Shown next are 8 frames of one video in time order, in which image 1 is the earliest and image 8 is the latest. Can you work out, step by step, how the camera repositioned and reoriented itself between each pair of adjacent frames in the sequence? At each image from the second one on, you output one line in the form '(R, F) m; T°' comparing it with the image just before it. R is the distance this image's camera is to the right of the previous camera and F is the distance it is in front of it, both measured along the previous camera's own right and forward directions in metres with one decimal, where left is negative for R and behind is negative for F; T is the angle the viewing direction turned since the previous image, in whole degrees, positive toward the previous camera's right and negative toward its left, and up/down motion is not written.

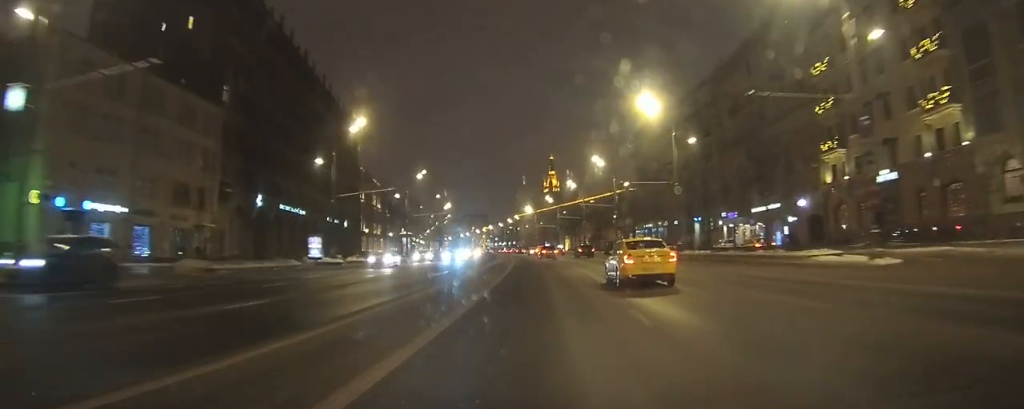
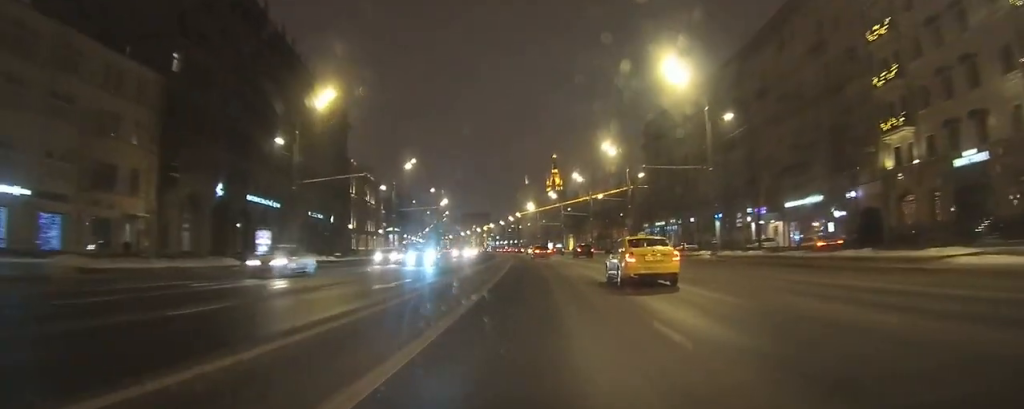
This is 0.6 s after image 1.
(-0.1, +9.9) m; -1°
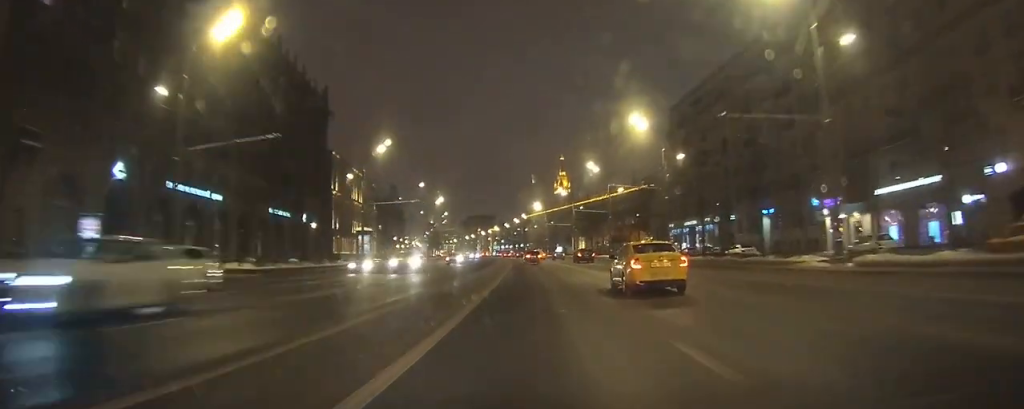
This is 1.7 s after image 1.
(-0.1, +17.7) m; -1°
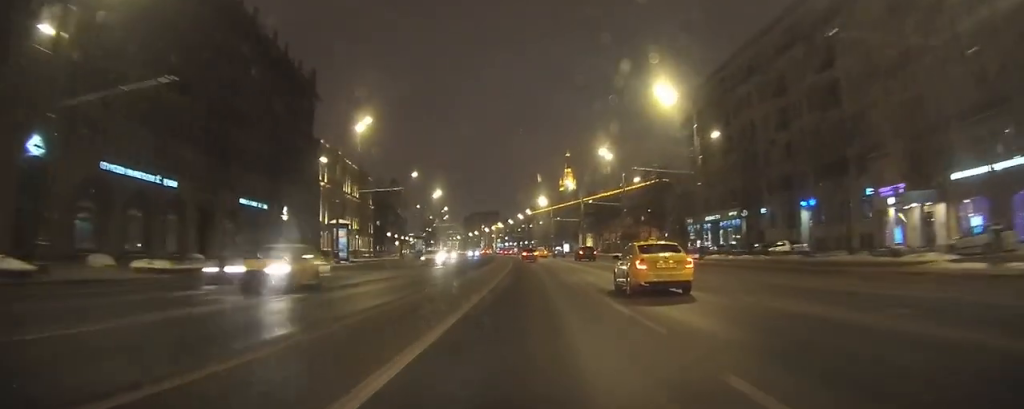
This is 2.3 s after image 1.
(-0.1, +10.0) m; 0°
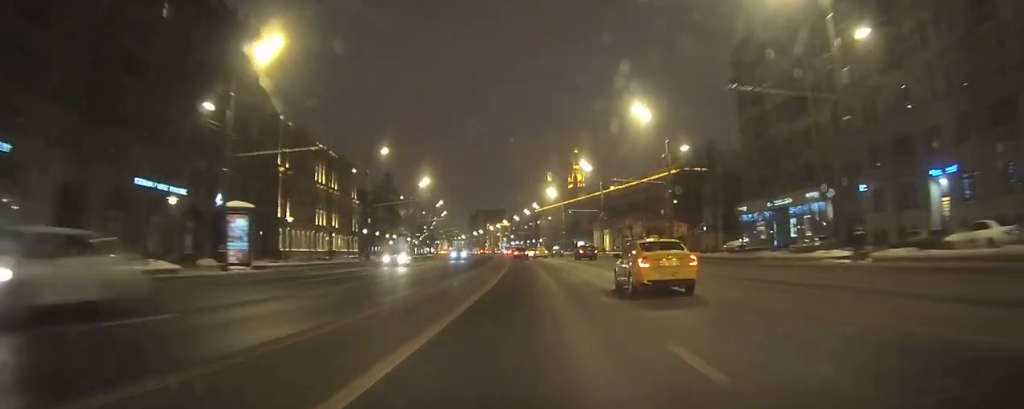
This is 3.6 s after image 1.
(-0.2, +22.2) m; -1°
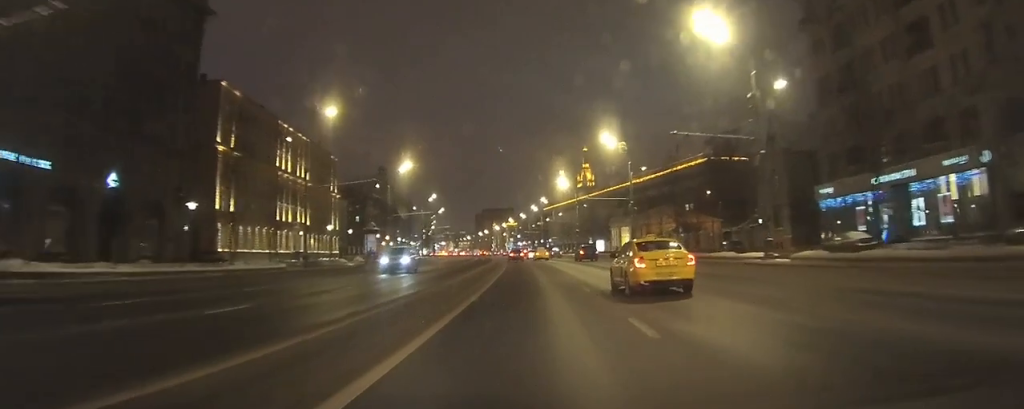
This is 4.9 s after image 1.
(+0.3, +20.7) m; +2°
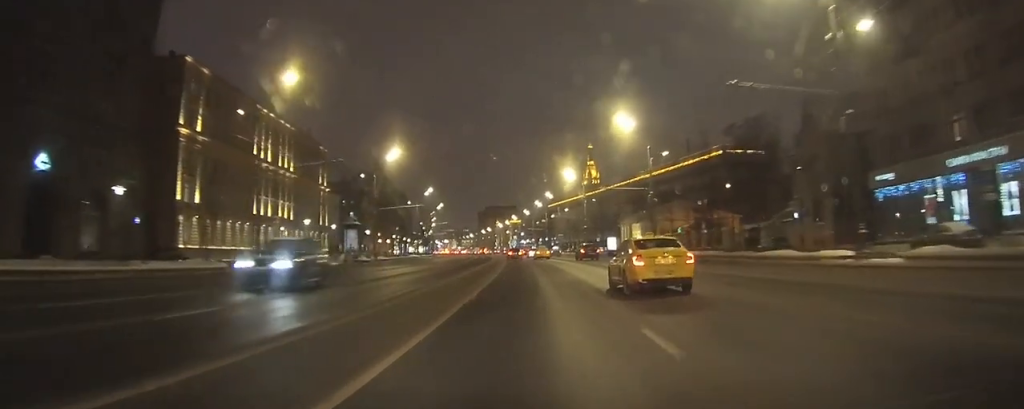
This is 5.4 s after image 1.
(+0.5, +9.1) m; 0°
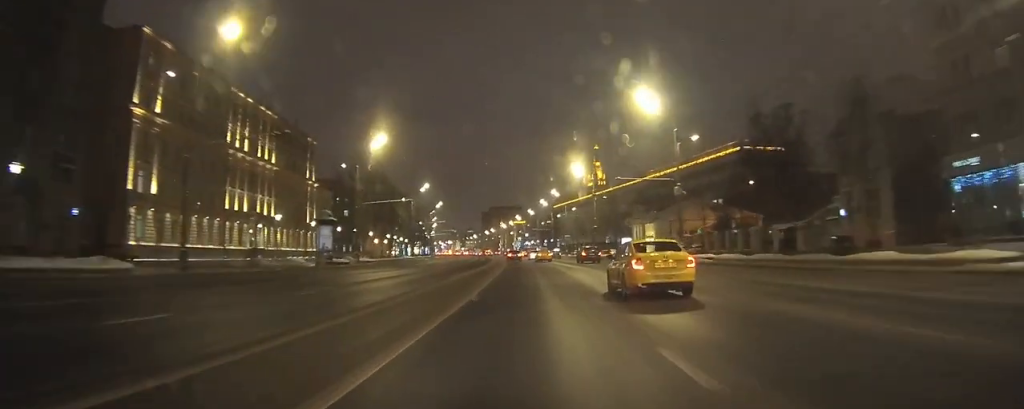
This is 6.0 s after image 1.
(-0.4, +8.7) m; -2°
